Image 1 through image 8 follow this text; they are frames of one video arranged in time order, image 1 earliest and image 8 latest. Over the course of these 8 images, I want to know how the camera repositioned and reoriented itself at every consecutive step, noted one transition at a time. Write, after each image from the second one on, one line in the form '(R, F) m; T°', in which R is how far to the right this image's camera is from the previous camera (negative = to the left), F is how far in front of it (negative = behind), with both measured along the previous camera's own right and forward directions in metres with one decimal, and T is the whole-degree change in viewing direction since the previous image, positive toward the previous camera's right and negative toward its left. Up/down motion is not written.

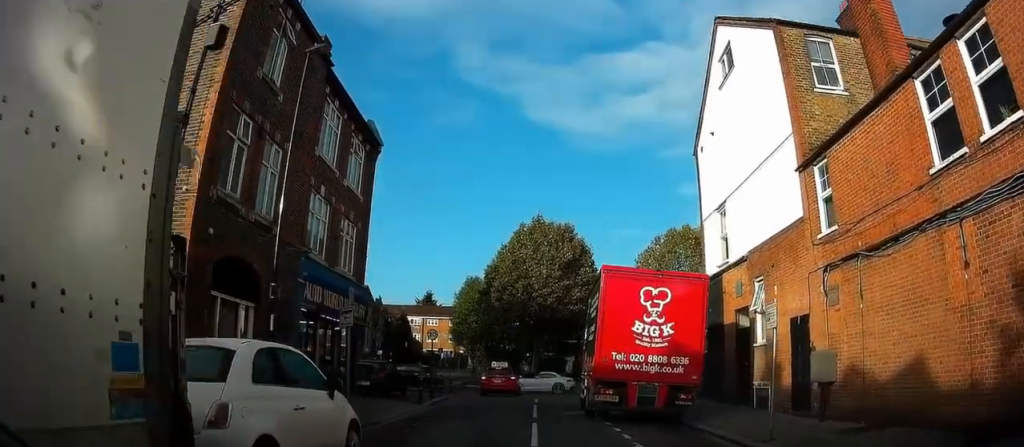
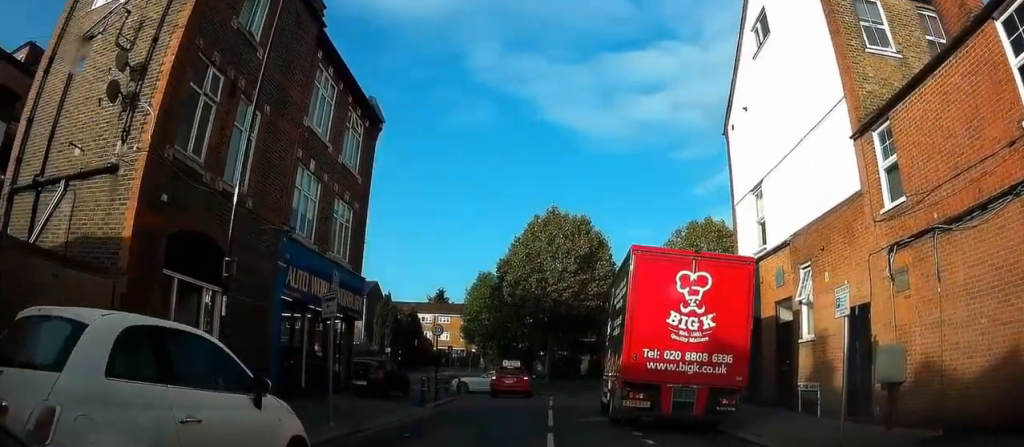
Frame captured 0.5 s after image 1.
(+0.1, +2.1) m; +3°
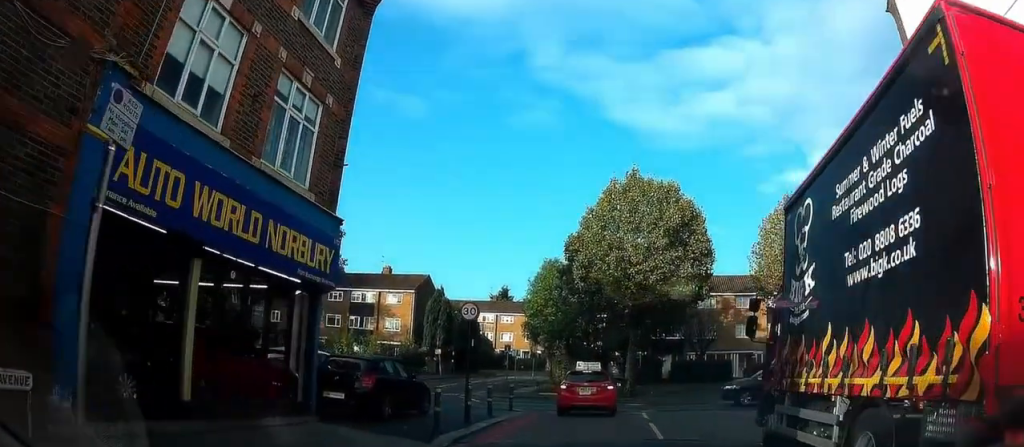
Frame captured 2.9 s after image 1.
(-1.1, +8.3) m; -10°
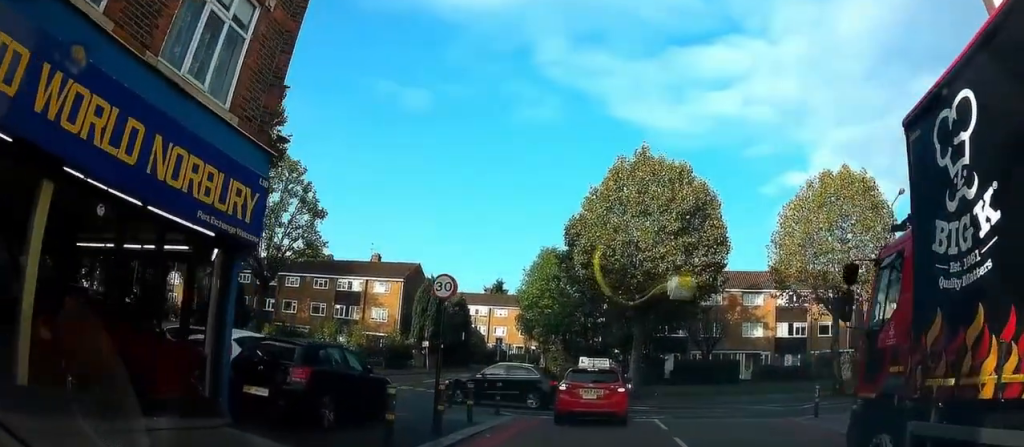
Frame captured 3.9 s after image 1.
(+0.2, +2.9) m; +2°
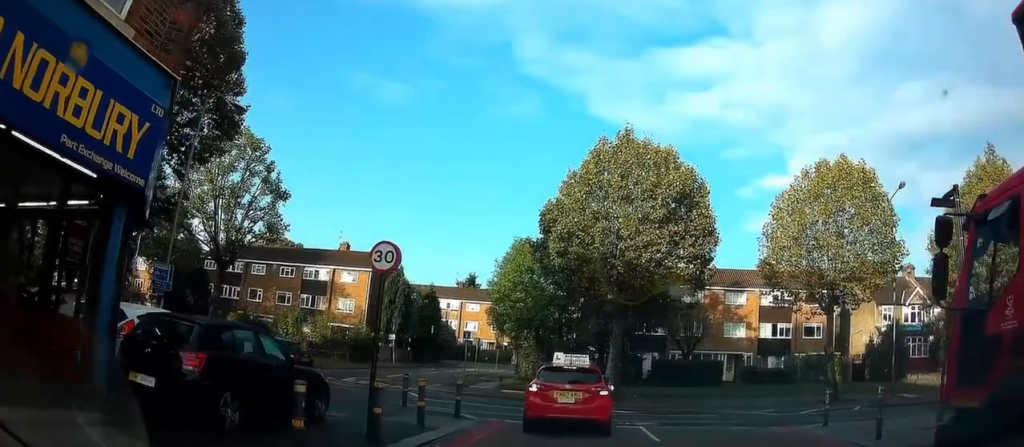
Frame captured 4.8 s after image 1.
(0.0, +2.0) m; 0°
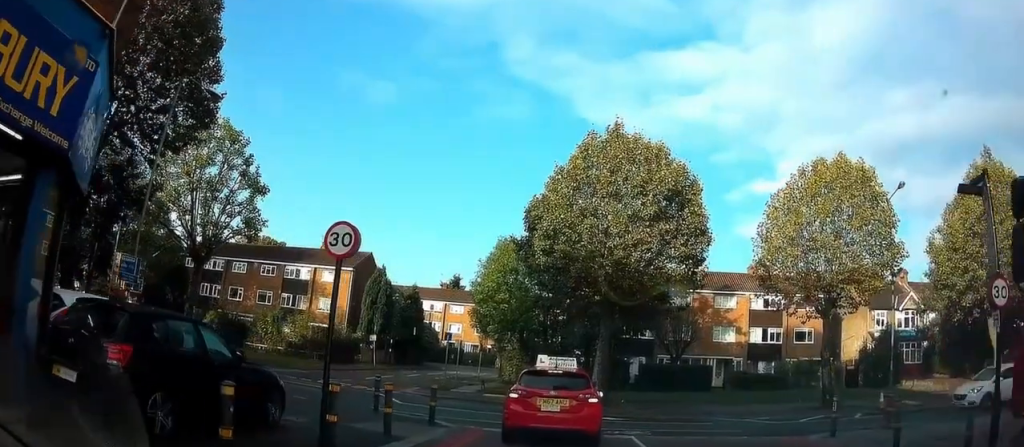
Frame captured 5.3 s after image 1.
(-0.1, +1.1) m; +4°
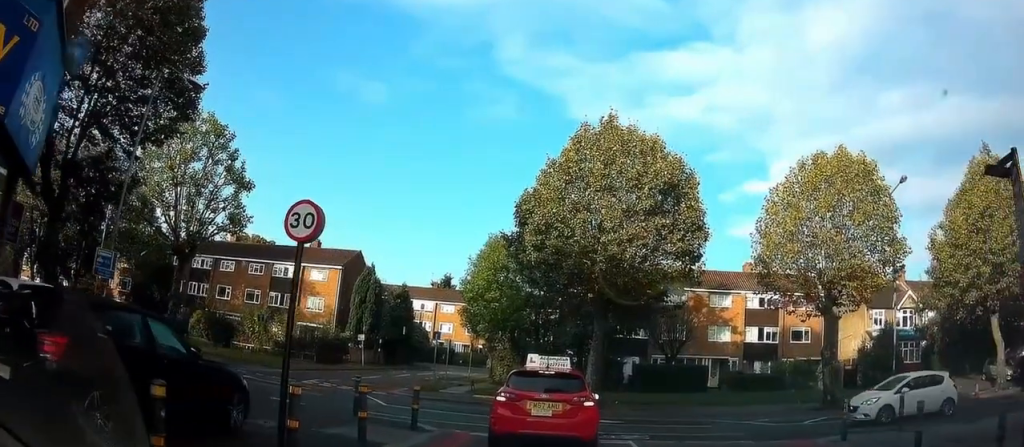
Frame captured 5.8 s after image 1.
(+0.1, +0.9) m; +2°
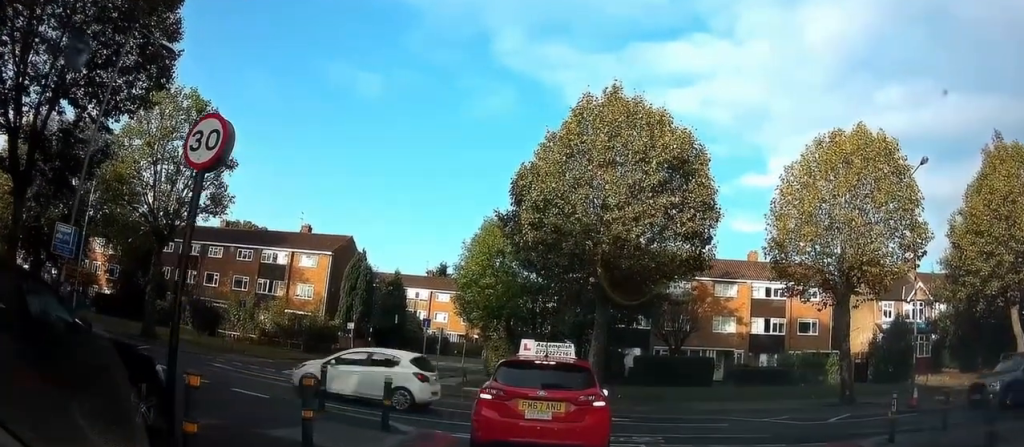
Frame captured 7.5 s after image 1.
(+0.4, +1.9) m; 0°
